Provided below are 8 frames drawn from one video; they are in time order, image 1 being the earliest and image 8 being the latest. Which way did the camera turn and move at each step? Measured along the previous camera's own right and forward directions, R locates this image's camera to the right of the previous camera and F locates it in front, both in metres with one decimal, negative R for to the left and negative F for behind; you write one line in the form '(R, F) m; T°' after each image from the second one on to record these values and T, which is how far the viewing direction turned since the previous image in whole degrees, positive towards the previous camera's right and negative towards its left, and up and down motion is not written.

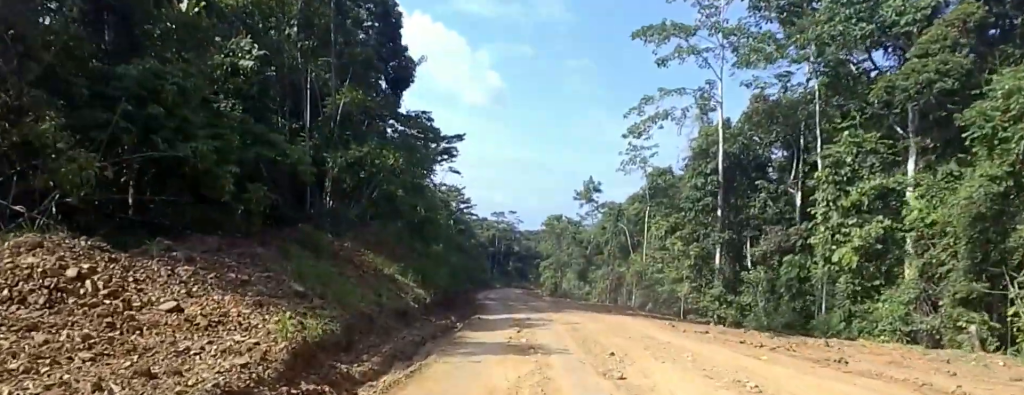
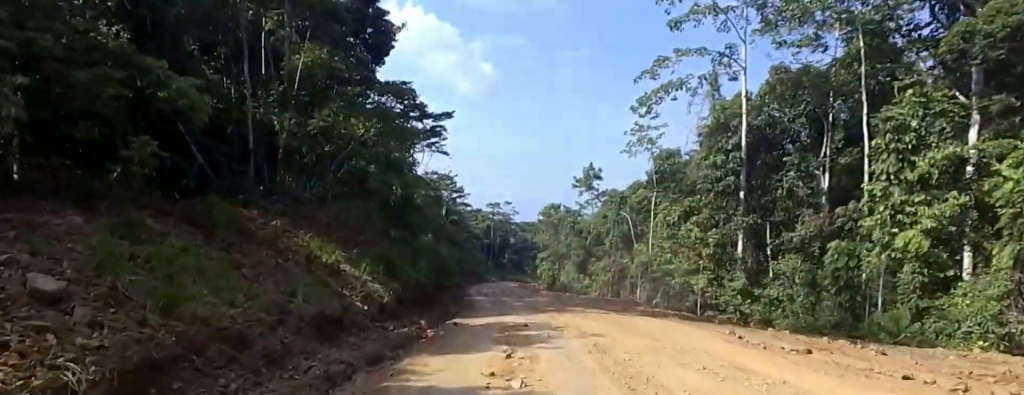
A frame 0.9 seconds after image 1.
(0.0, +6.5) m; 0°
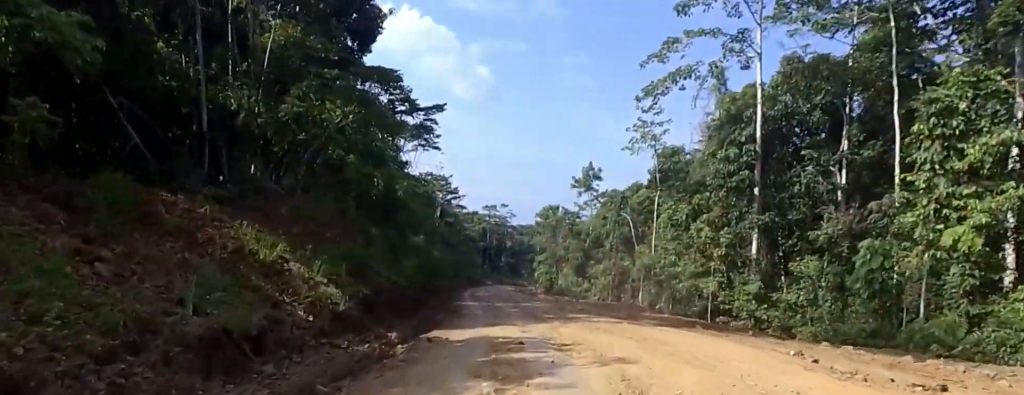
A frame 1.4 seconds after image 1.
(0.0, +3.6) m; 0°
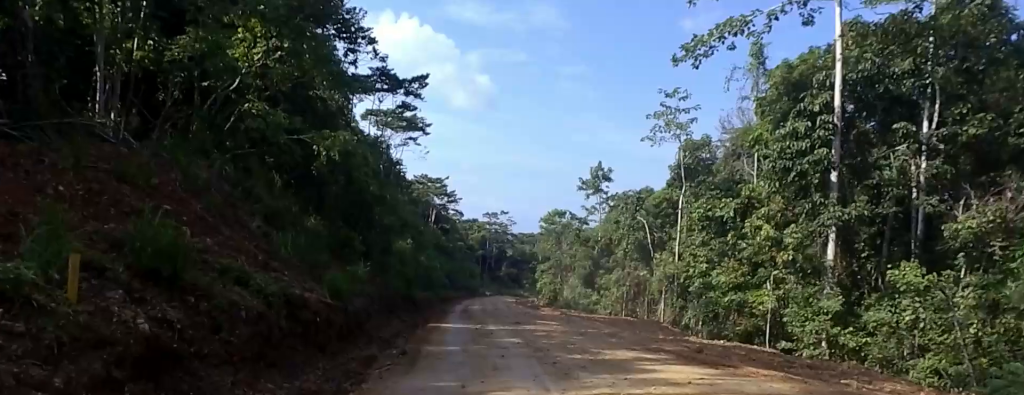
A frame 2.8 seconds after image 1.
(0.0, +10.0) m; -1°
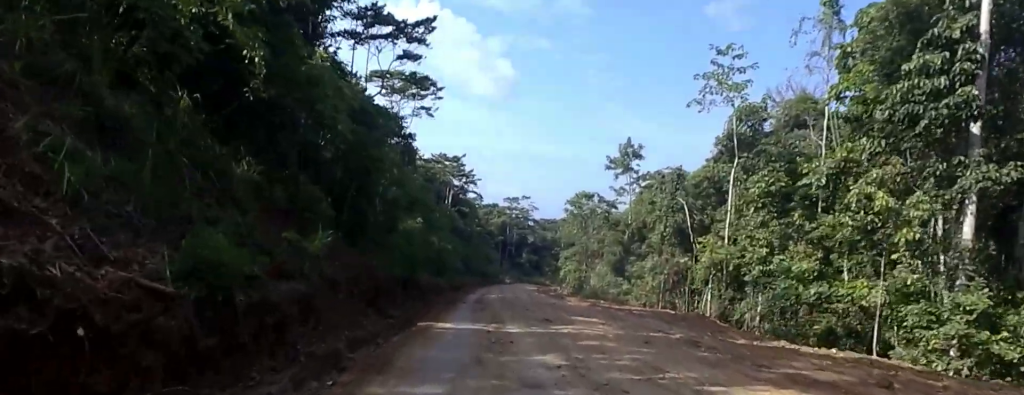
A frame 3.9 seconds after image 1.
(-0.2, +8.0) m; -2°
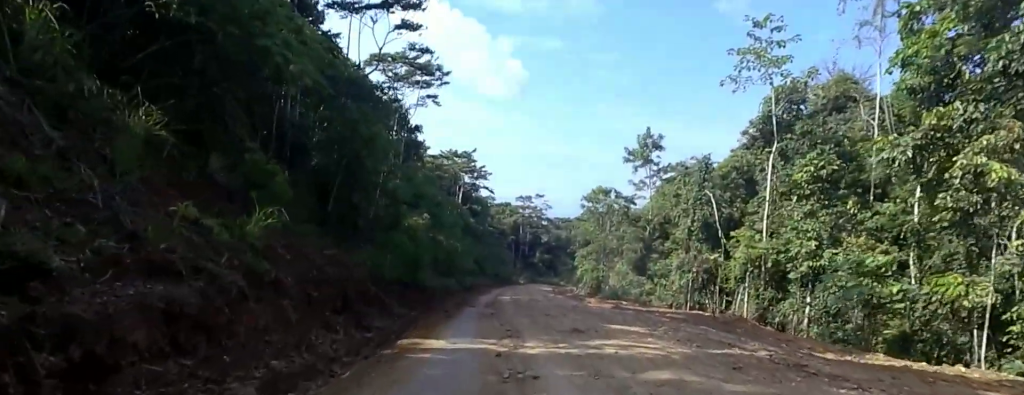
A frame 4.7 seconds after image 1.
(0.0, +5.1) m; 0°
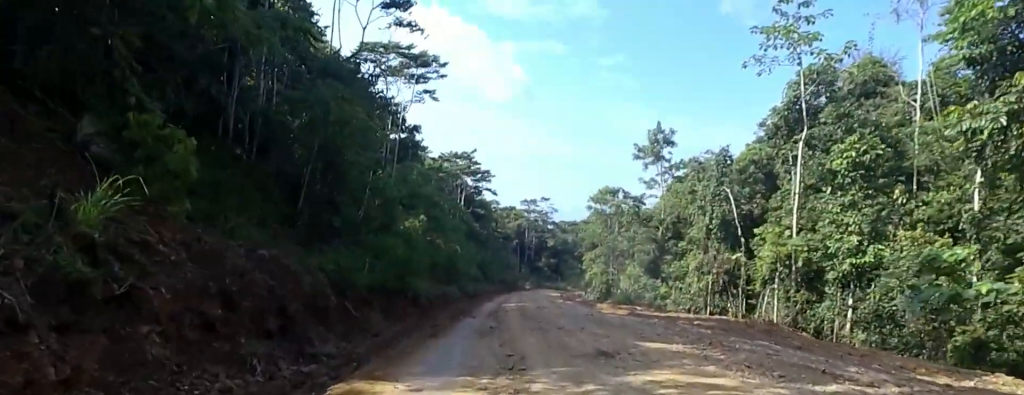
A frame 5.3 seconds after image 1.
(0.0, +4.6) m; -2°
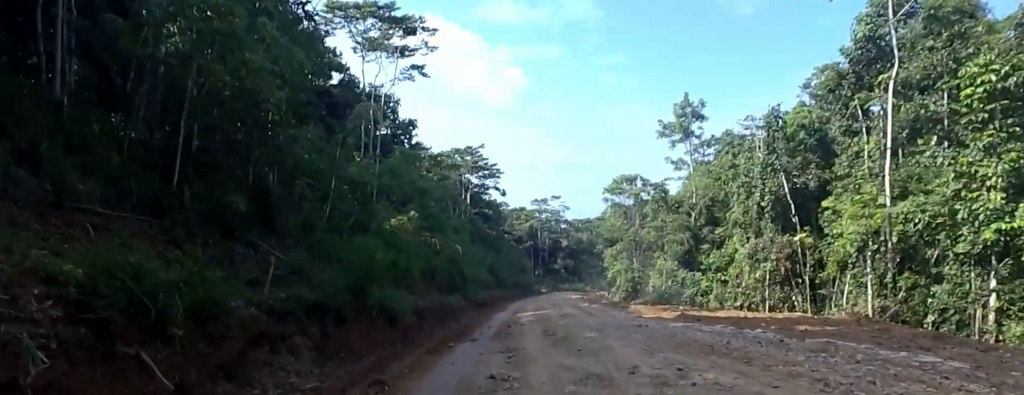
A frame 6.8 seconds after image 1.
(-1.4, +9.5) m; -10°
